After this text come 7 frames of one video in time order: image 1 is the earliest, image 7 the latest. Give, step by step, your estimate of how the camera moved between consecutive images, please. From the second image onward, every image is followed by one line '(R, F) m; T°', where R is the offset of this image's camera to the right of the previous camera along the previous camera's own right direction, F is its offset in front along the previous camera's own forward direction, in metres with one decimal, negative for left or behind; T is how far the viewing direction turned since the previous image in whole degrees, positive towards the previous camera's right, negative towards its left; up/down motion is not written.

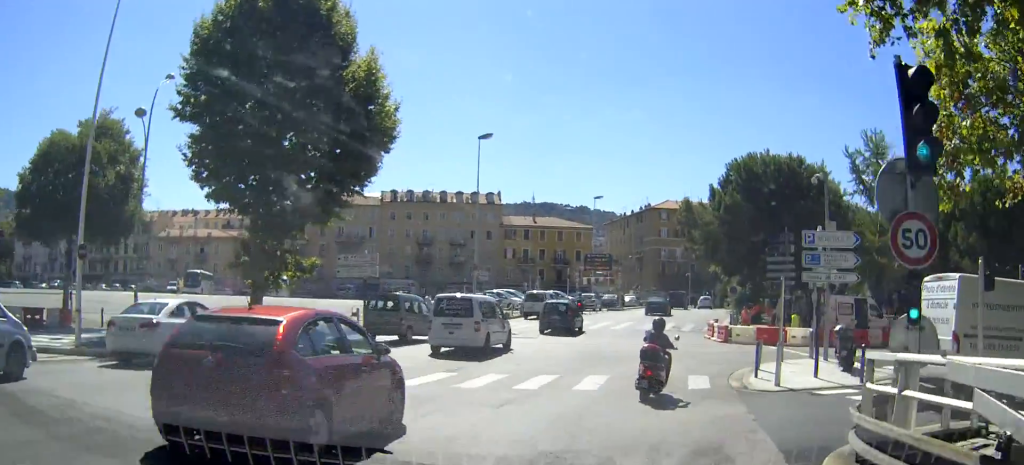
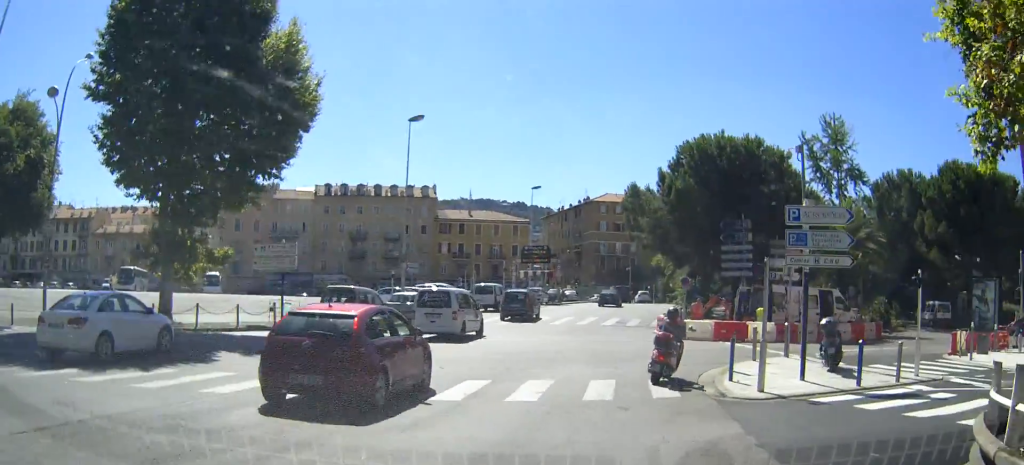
(+0.1, +2.9) m; +4°
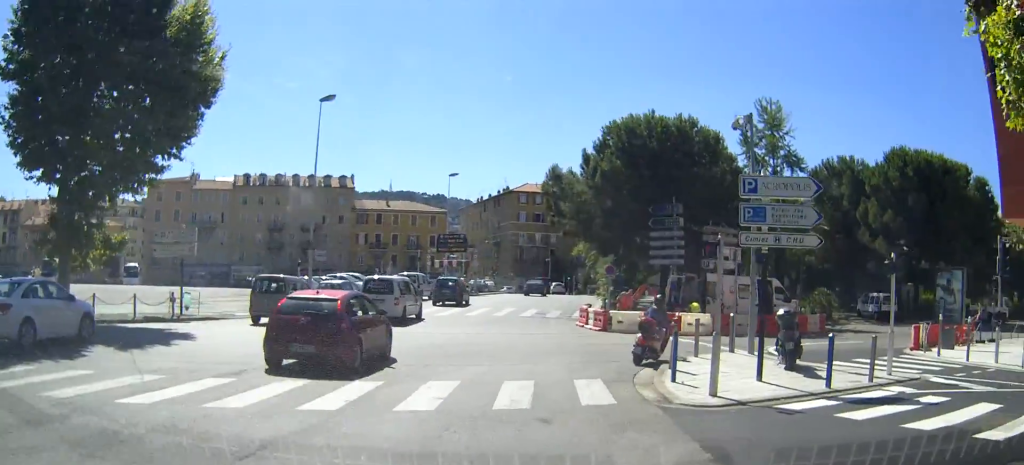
(0.0, +2.3) m; +3°
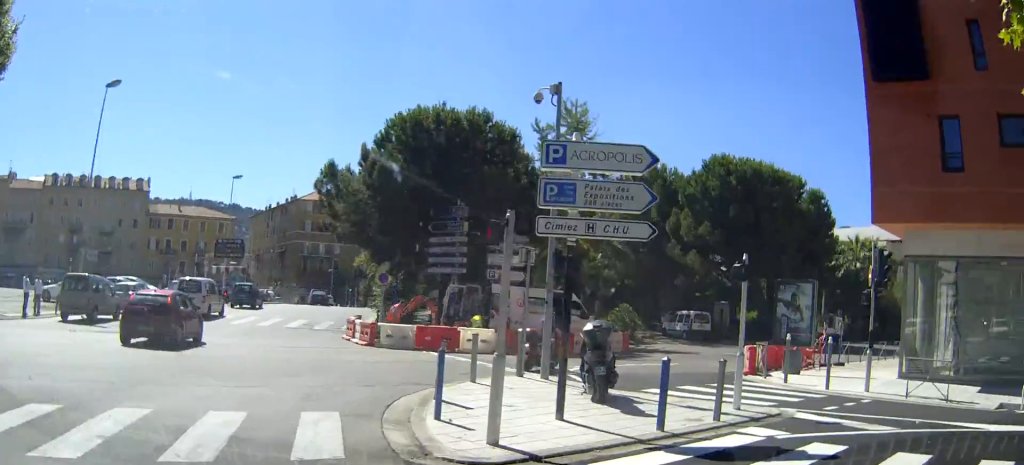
(+0.2, +3.5) m; +16°
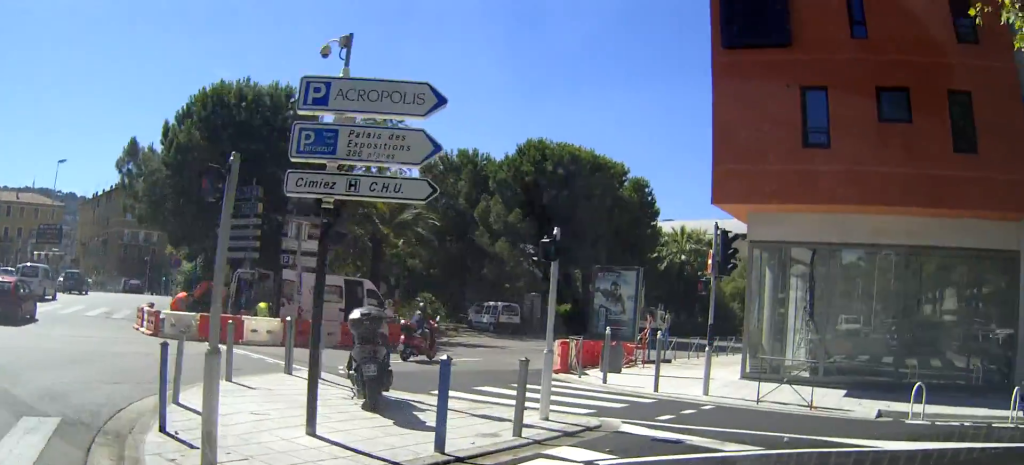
(+0.4, +2.3) m; +10°
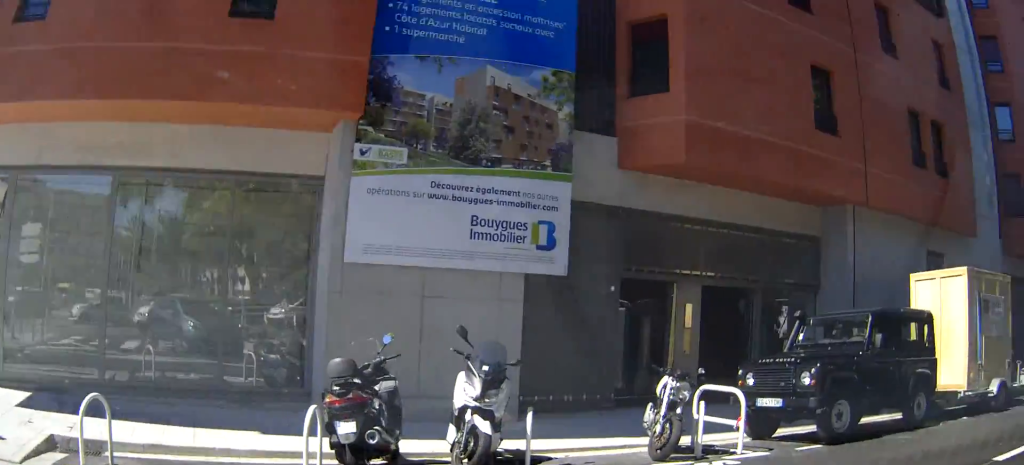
(+1.8, +6.6) m; +40°
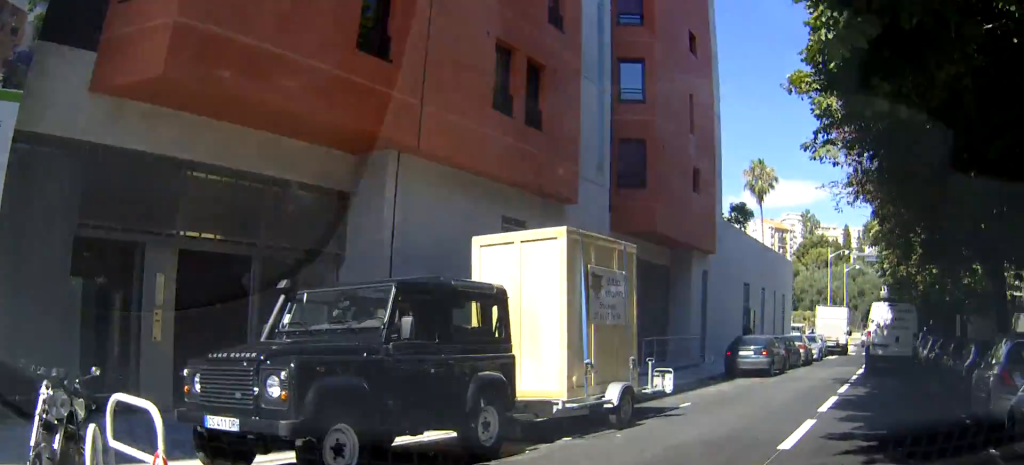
(+0.7, +2.9) m; +28°
